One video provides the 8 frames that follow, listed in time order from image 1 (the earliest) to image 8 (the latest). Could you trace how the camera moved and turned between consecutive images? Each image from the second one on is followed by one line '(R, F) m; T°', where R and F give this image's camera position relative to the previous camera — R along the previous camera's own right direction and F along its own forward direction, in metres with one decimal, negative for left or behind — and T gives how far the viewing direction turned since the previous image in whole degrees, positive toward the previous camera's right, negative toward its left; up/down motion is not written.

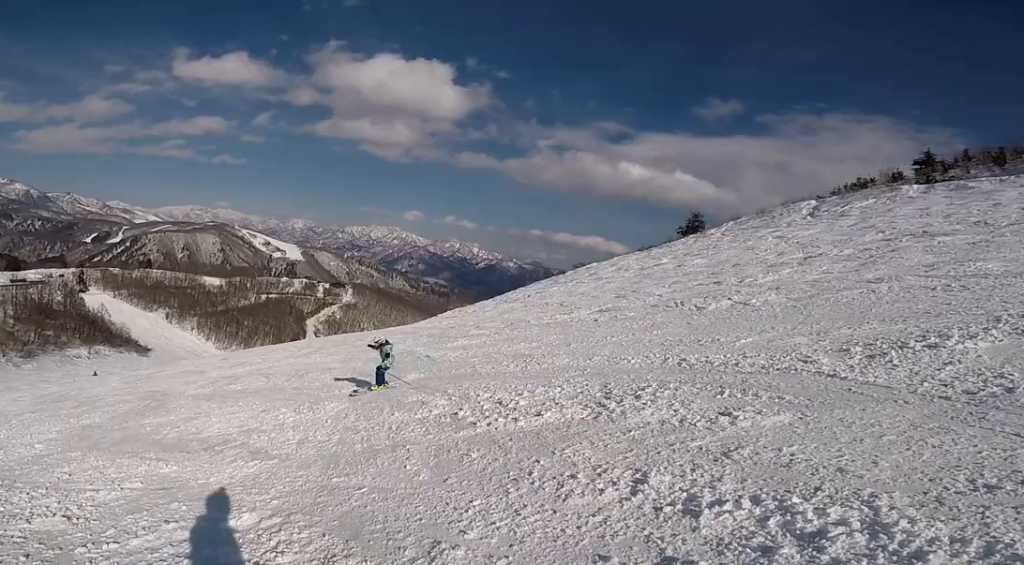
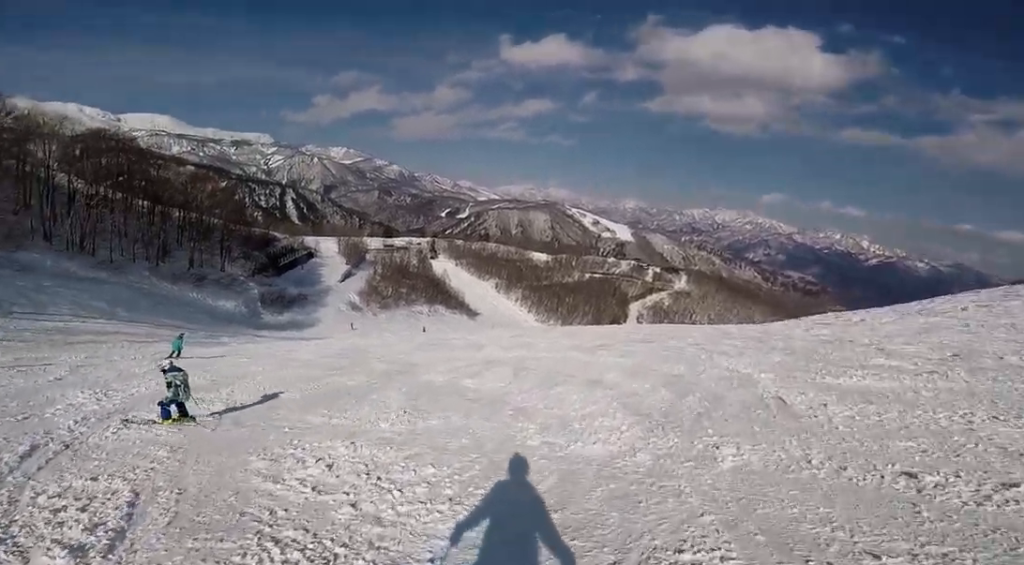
(-0.6, +4.7) m; -36°
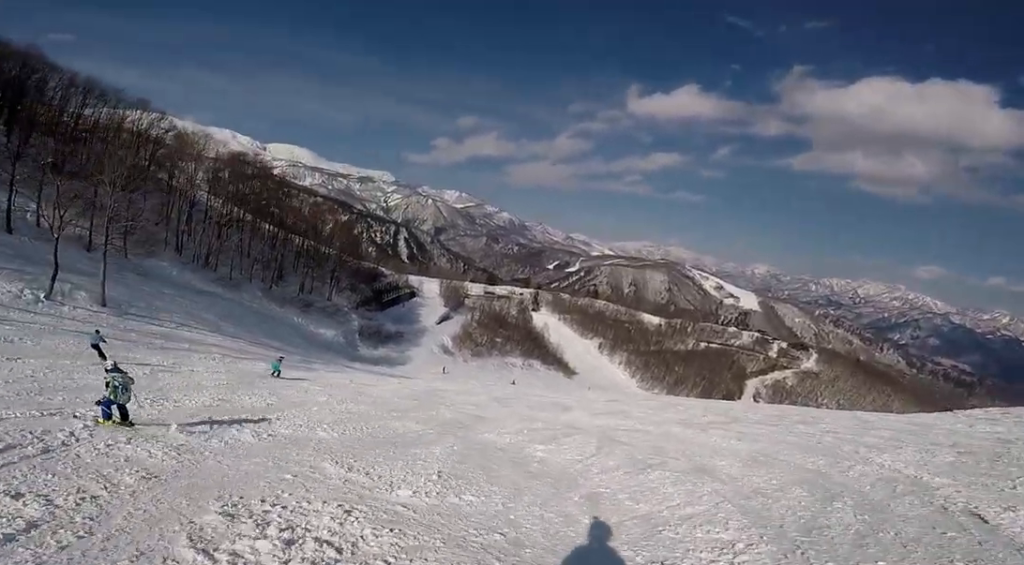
(-0.6, +1.6) m; -16°
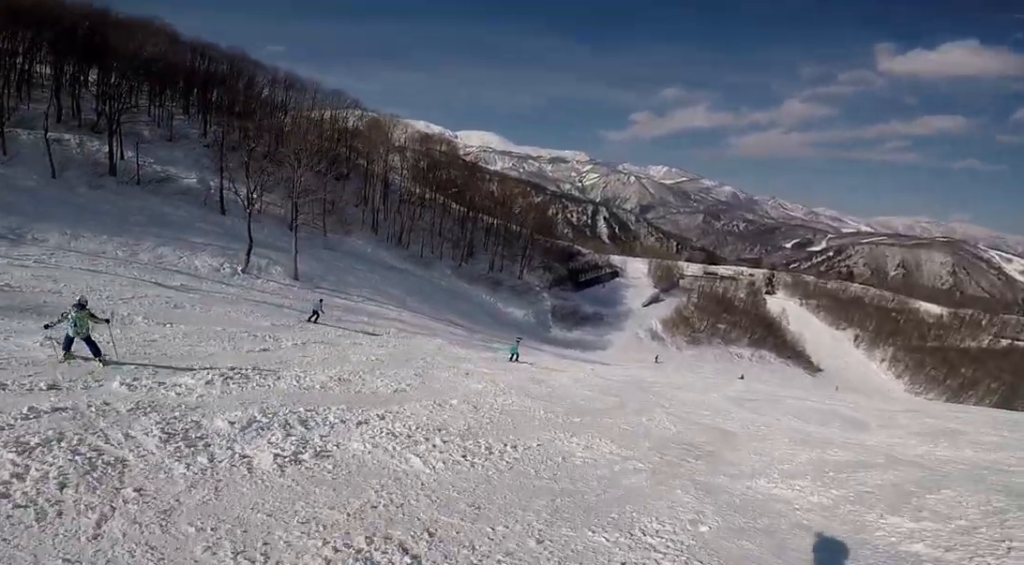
(-1.3, +3.6) m; -38°
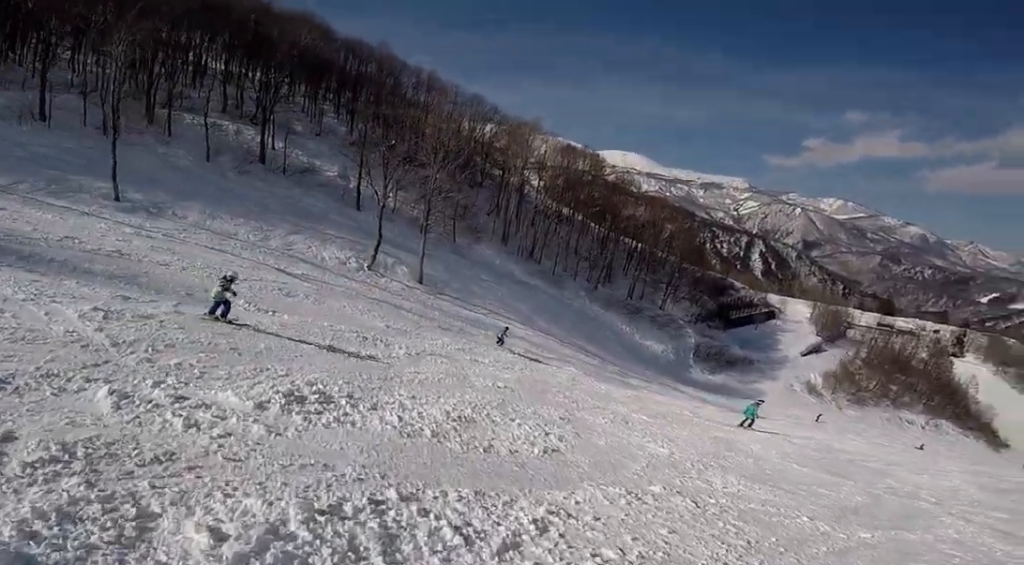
(-0.7, +2.8) m; -19°
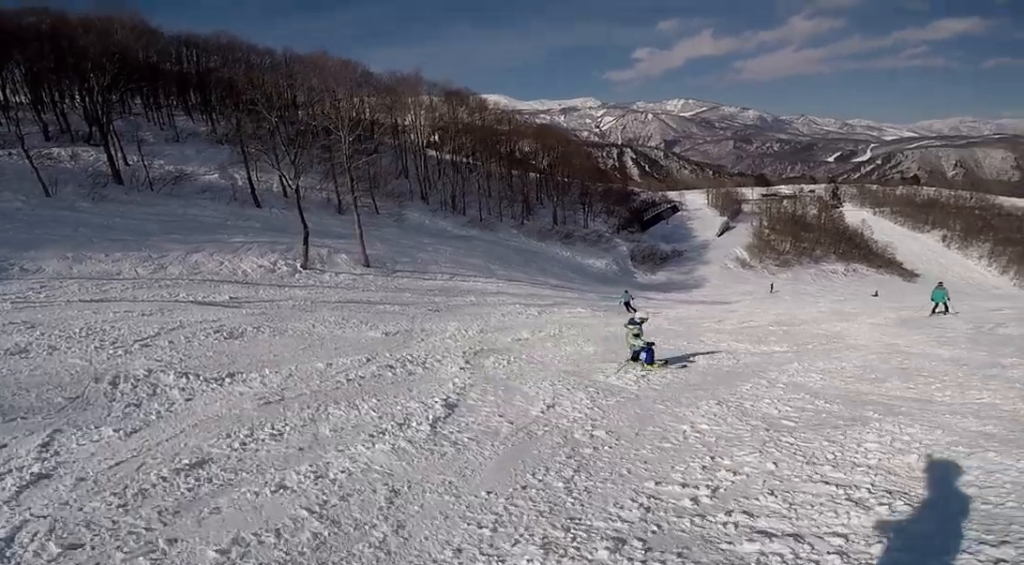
(+0.4, +5.7) m; +41°
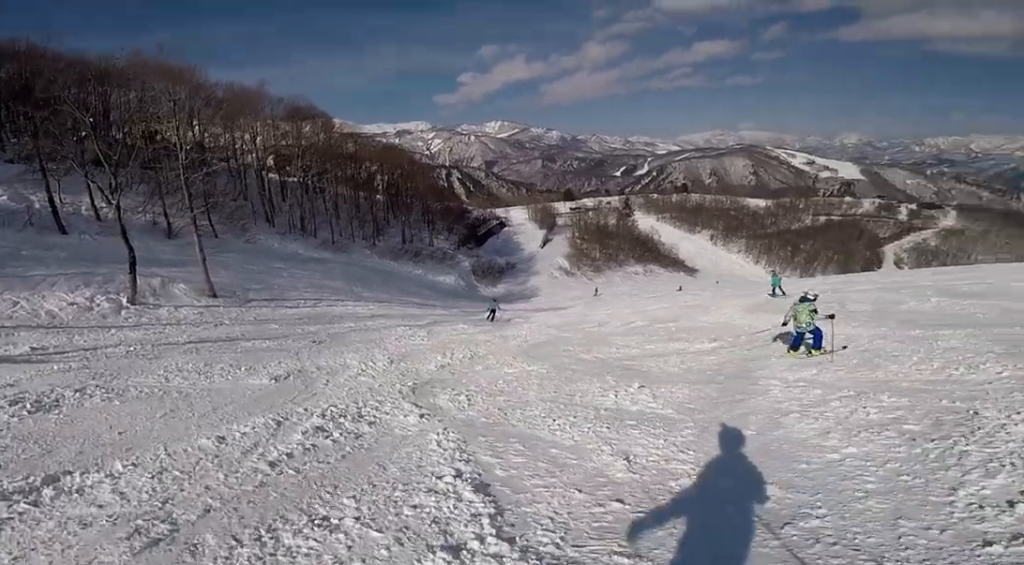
(+0.9, +2.4) m; +31°
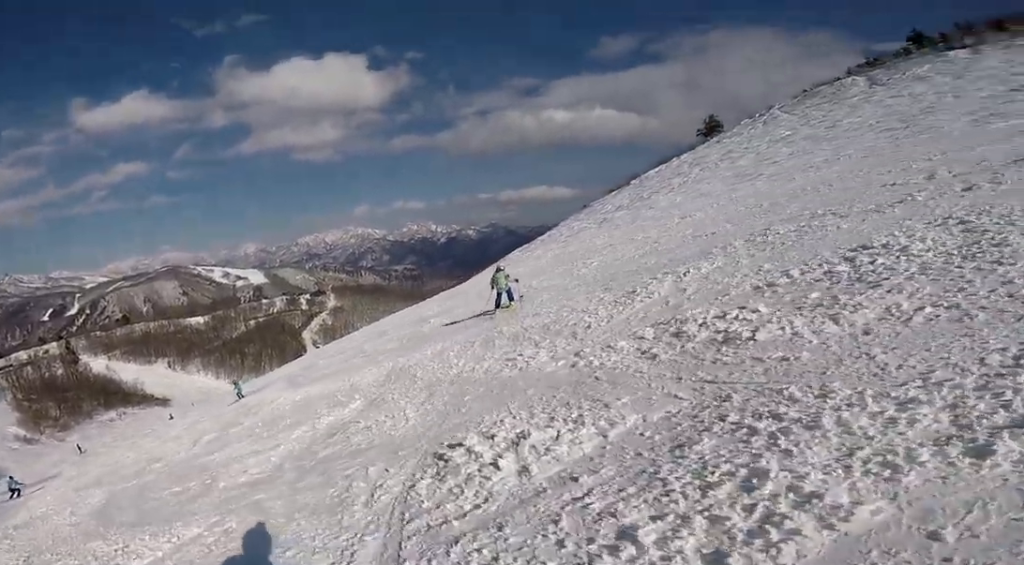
(+1.4, +3.5) m; +45°
